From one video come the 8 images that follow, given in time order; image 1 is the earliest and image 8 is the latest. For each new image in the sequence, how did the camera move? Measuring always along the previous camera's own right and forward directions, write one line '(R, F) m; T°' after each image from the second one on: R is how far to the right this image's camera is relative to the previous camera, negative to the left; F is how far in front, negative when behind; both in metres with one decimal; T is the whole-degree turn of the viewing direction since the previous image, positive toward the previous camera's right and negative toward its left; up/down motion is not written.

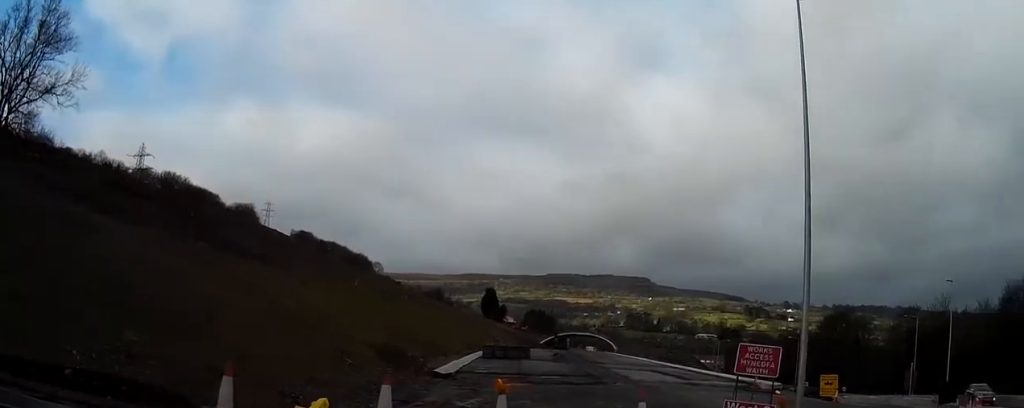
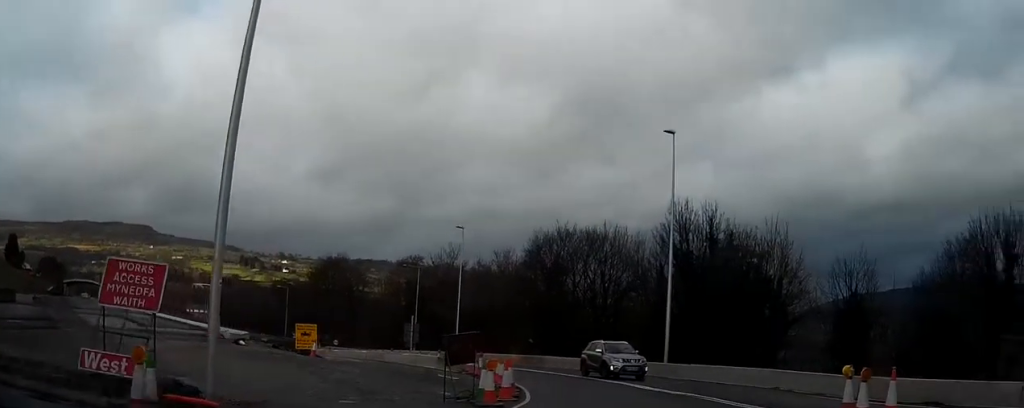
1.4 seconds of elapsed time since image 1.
(+2.4, +6.2) m; +34°
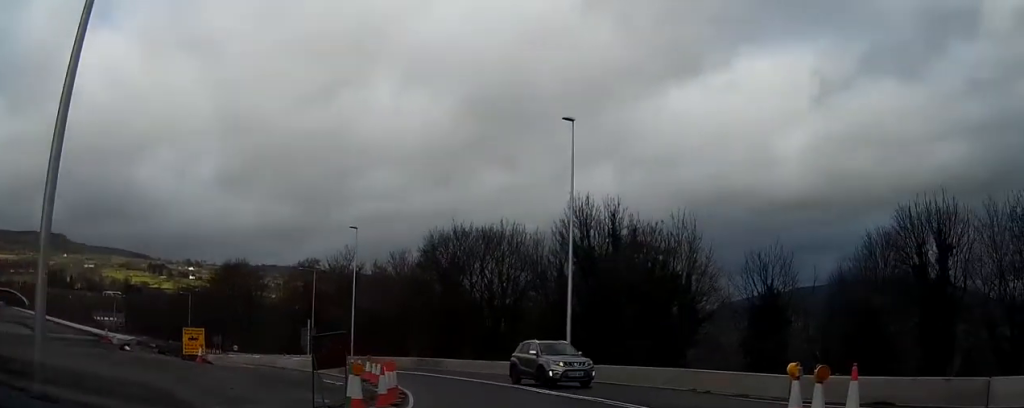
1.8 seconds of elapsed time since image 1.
(+0.1, +2.3) m; +4°
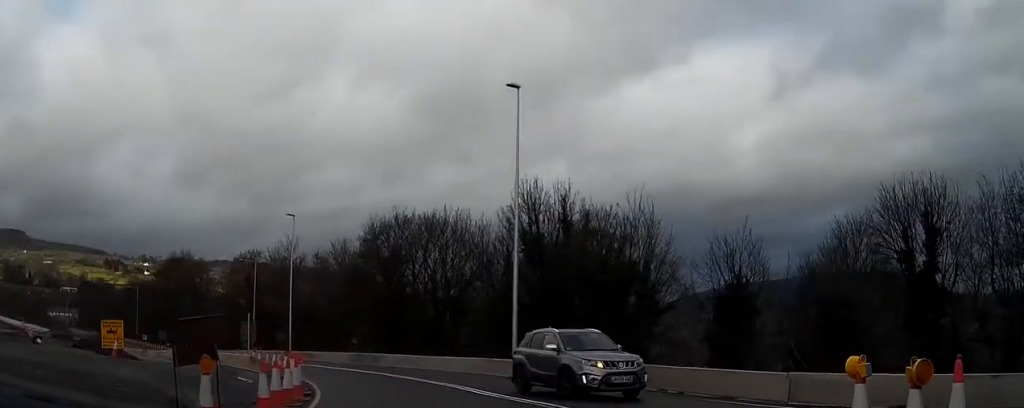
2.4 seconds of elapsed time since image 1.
(+0.2, +3.8) m; +1°
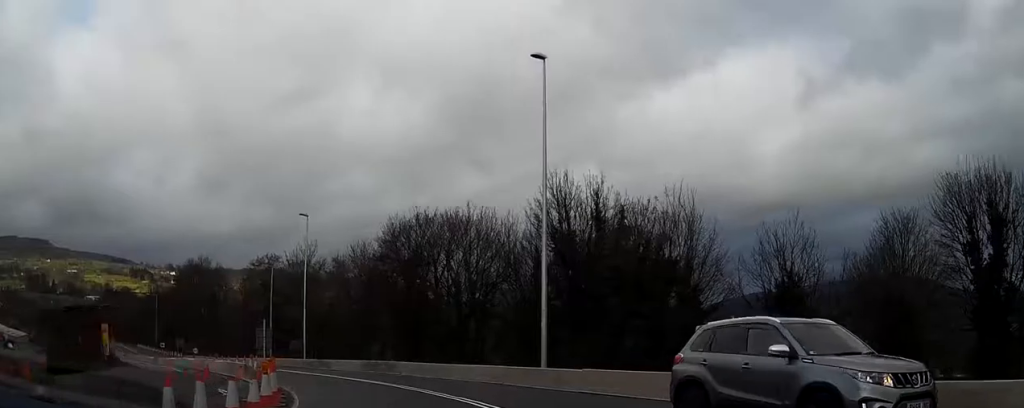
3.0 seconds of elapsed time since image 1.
(0.0, +3.9) m; -2°
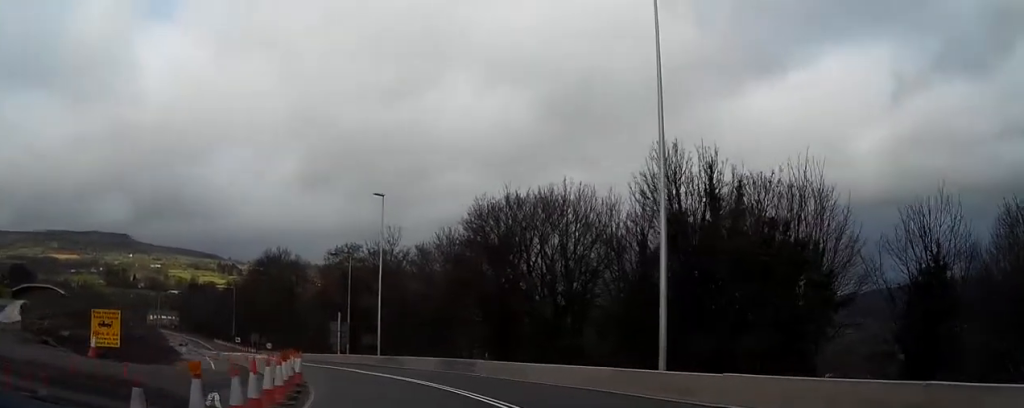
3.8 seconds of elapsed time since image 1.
(-0.2, +6.4) m; -6°
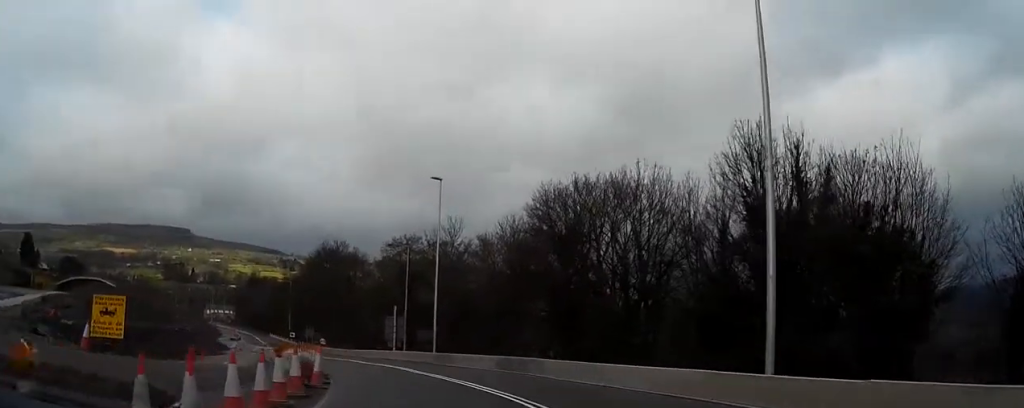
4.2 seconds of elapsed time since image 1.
(-0.2, +4.2) m; -4°
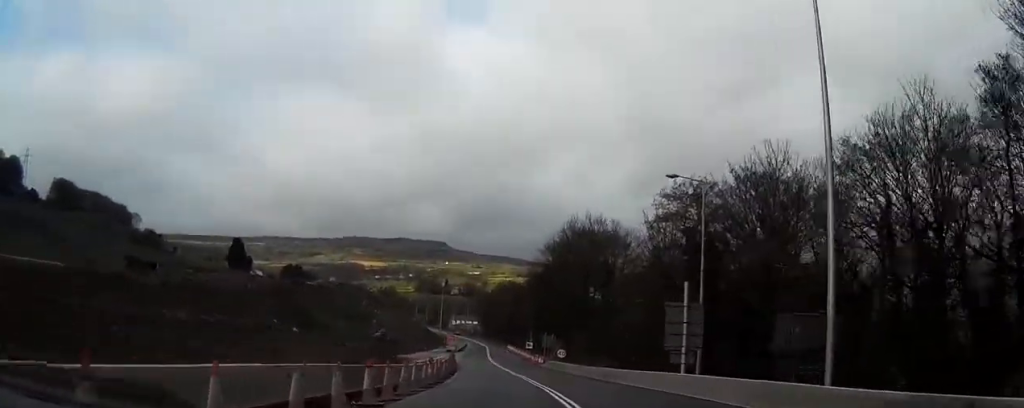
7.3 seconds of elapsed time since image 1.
(-7.0, +33.2) m; -19°
